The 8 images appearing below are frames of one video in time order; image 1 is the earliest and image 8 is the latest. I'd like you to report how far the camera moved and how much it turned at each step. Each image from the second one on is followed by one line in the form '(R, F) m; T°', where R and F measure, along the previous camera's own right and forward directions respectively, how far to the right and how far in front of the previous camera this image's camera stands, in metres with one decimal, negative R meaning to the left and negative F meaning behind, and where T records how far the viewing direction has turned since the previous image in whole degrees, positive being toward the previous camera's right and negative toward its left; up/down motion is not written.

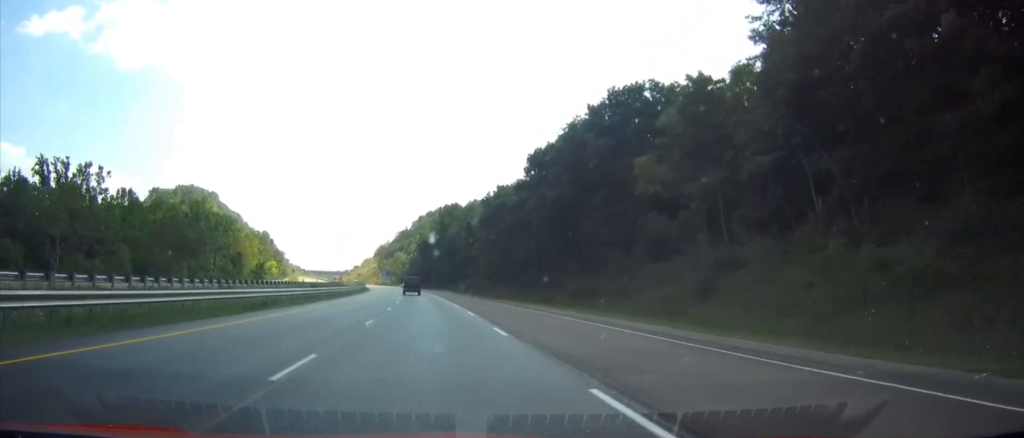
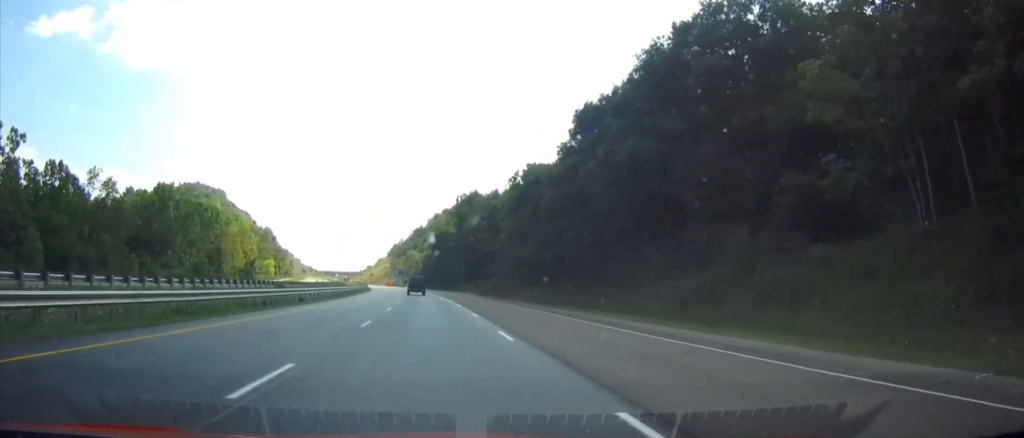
(0.0, +25.5) m; 0°
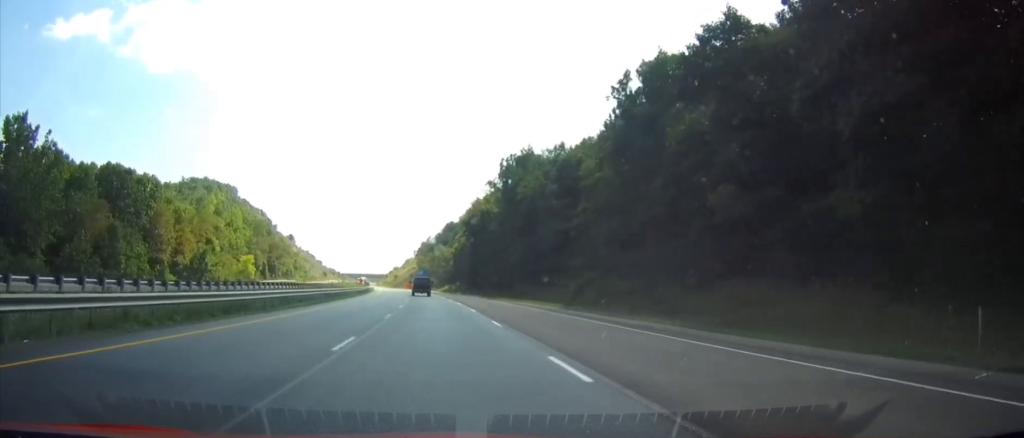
(0.0, +54.9) m; 0°
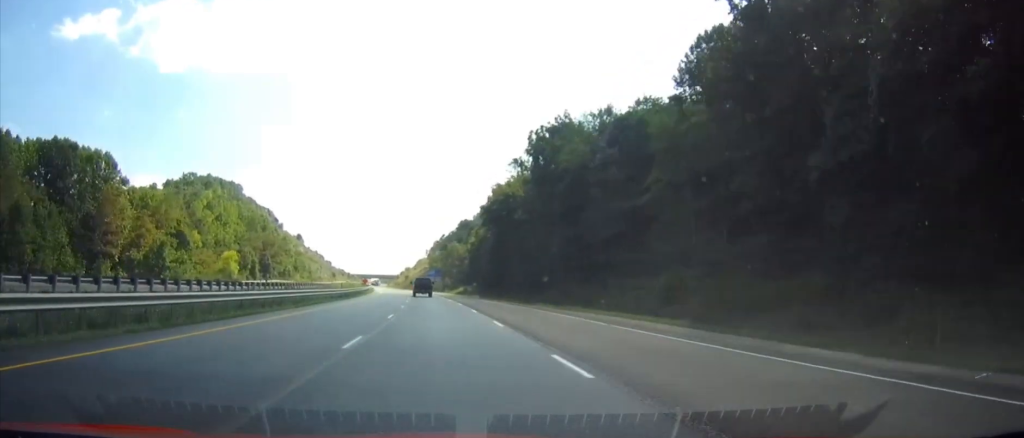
(0.0, +23.6) m; 0°
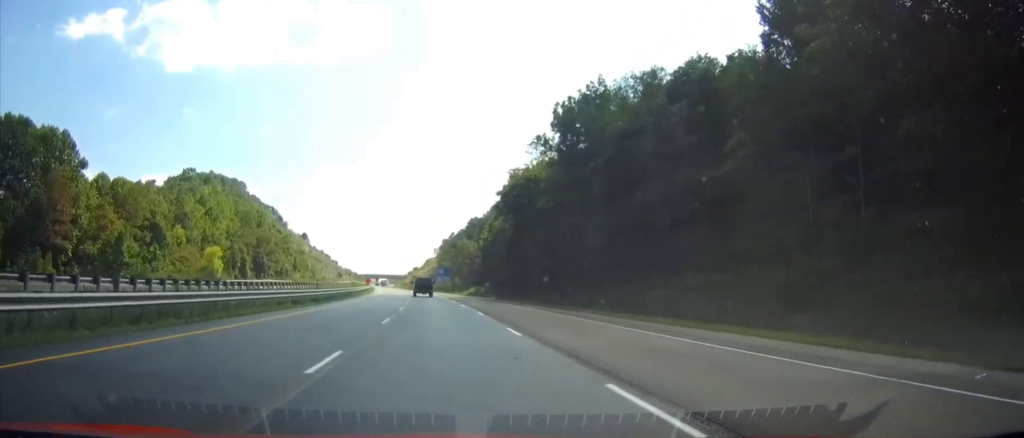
(0.0, +15.8) m; 0°
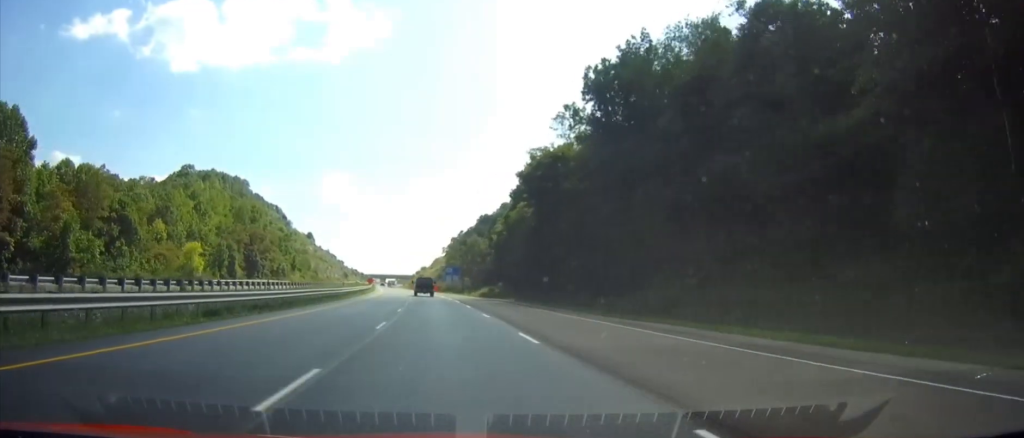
(0.0, +14.8) m; 0°
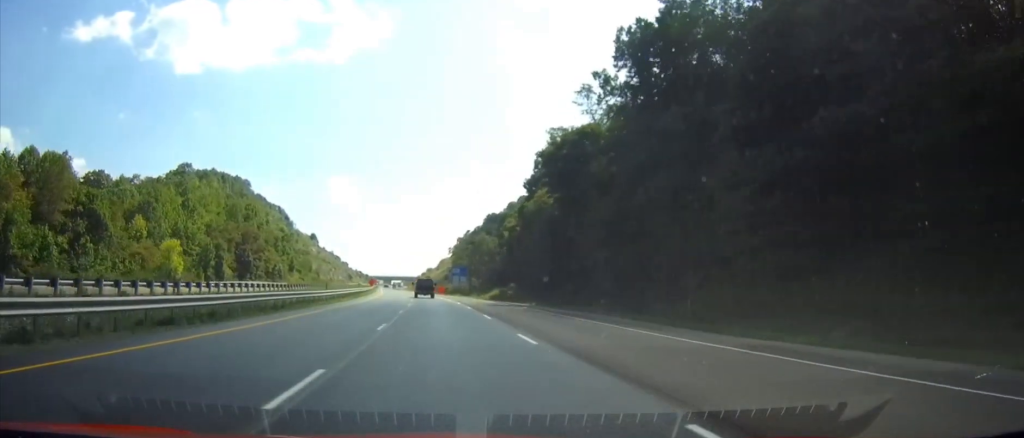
(0.0, +11.8) m; 0°
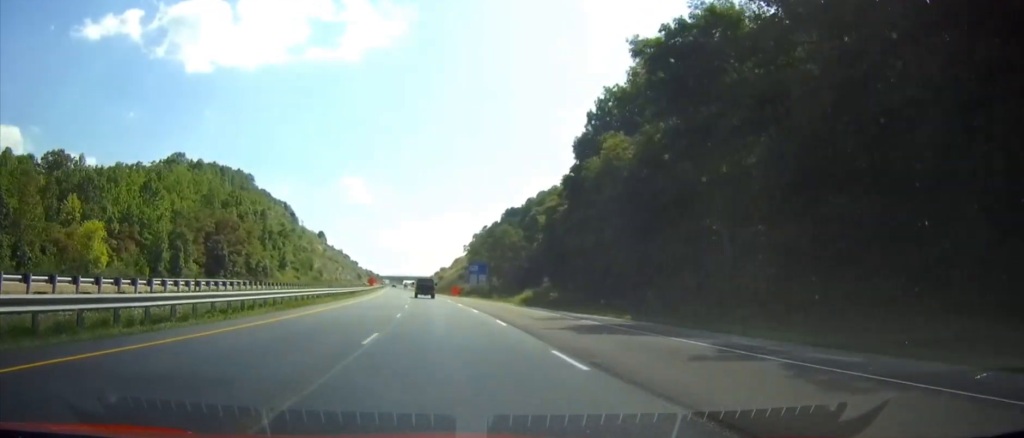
(0.0, +28.6) m; 0°
